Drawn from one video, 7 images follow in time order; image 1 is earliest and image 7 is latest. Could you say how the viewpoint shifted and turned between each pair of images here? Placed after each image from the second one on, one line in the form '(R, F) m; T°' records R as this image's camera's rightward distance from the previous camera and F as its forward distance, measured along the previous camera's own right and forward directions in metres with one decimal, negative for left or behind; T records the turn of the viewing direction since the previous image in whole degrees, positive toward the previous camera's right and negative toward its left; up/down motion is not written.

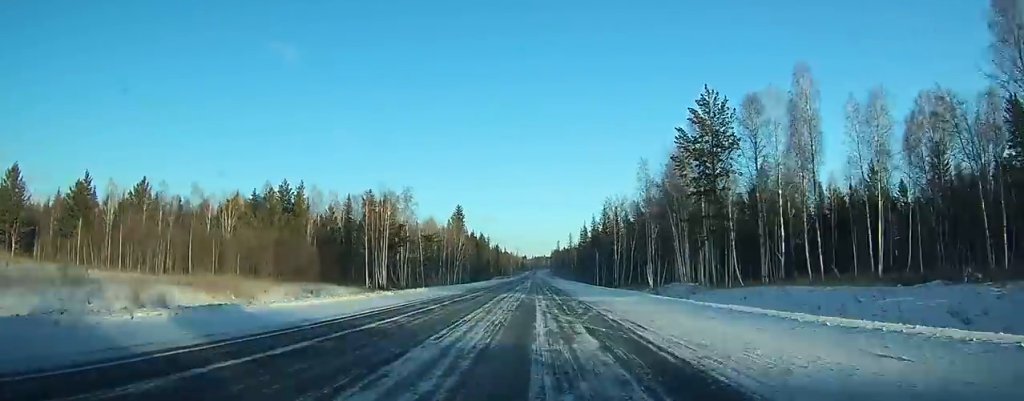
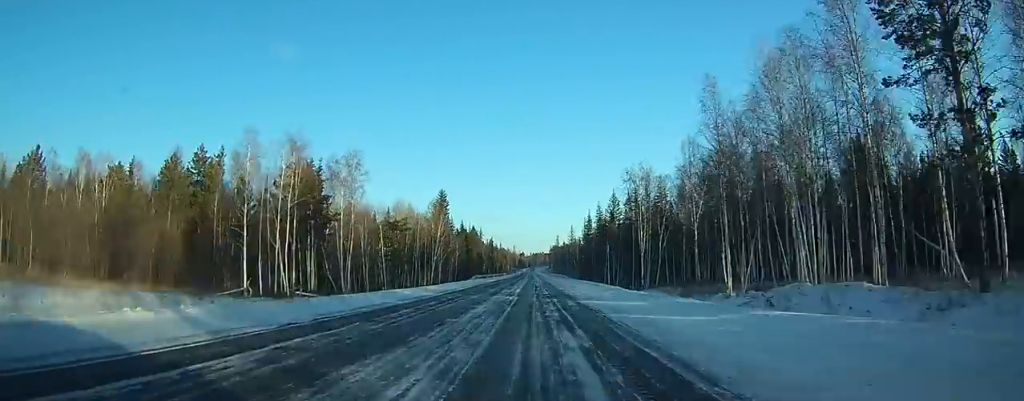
(-0.1, +32.9) m; 0°
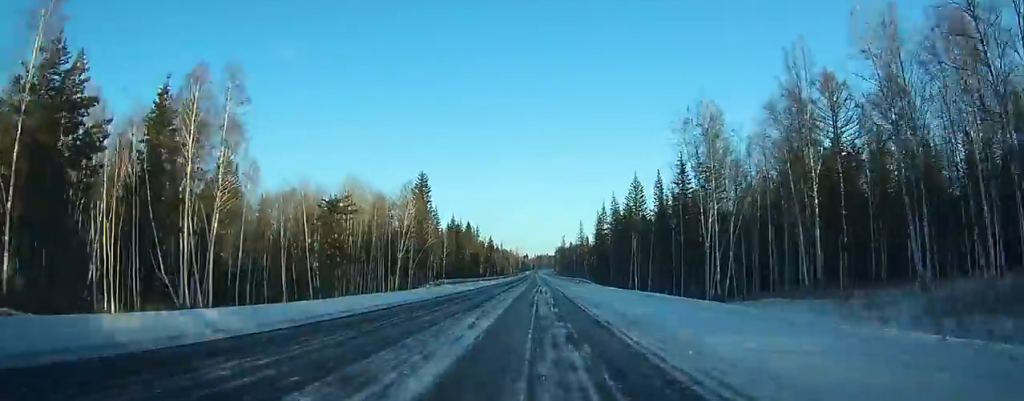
(-0.1, +36.5) m; 0°
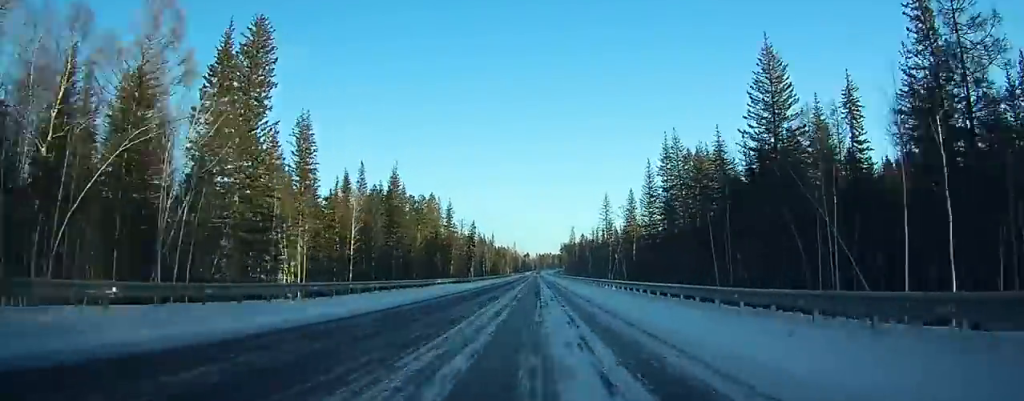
(+0.5, +88.9) m; +1°
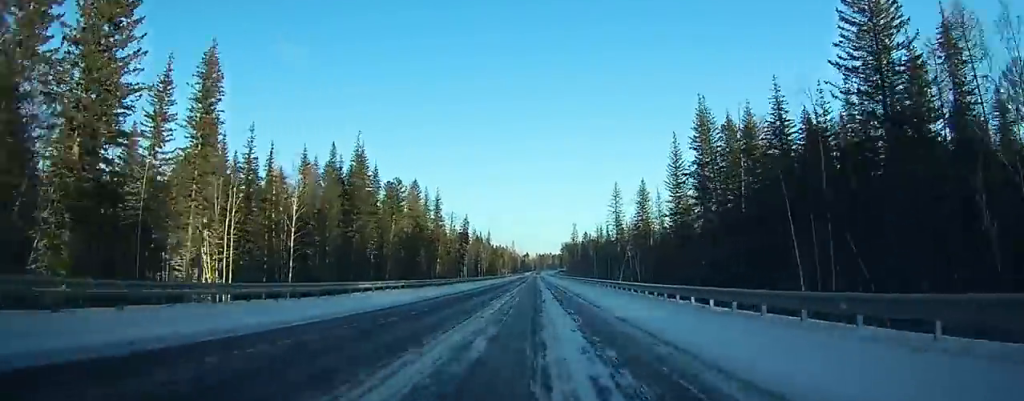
(0.0, +21.2) m; 0°
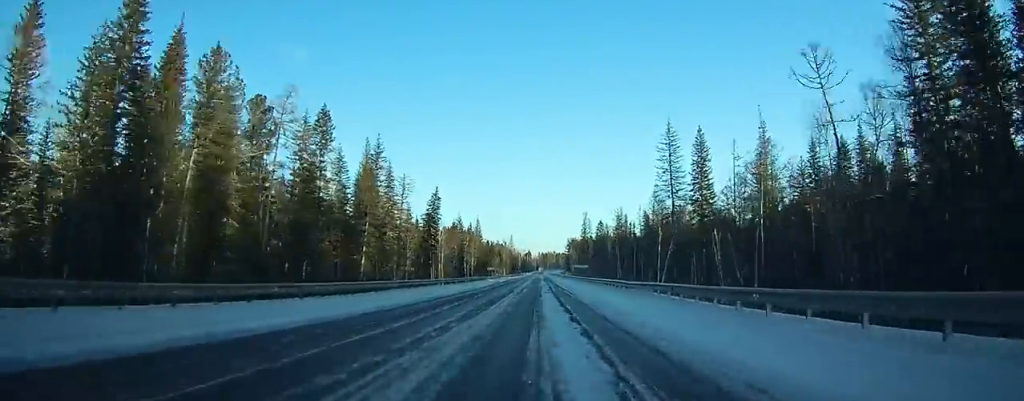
(0.0, +59.3) m; 0°
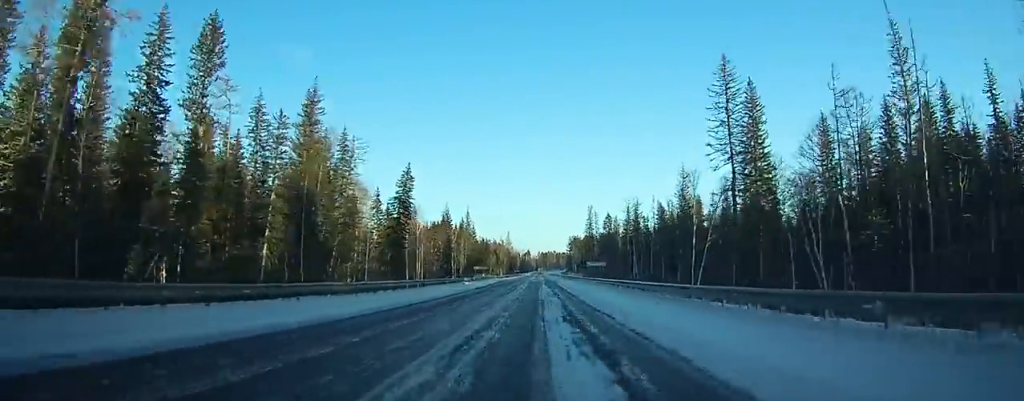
(-0.2, +28.1) m; 0°
